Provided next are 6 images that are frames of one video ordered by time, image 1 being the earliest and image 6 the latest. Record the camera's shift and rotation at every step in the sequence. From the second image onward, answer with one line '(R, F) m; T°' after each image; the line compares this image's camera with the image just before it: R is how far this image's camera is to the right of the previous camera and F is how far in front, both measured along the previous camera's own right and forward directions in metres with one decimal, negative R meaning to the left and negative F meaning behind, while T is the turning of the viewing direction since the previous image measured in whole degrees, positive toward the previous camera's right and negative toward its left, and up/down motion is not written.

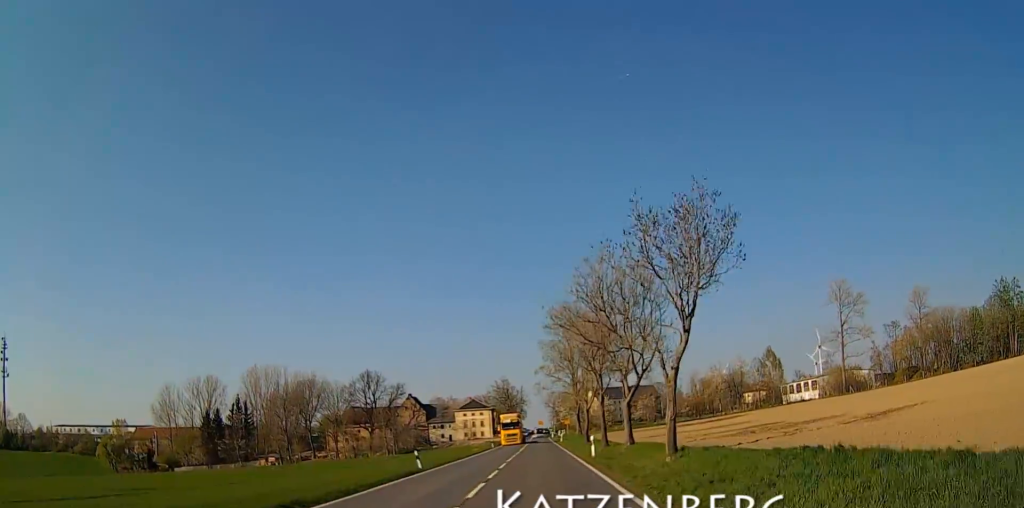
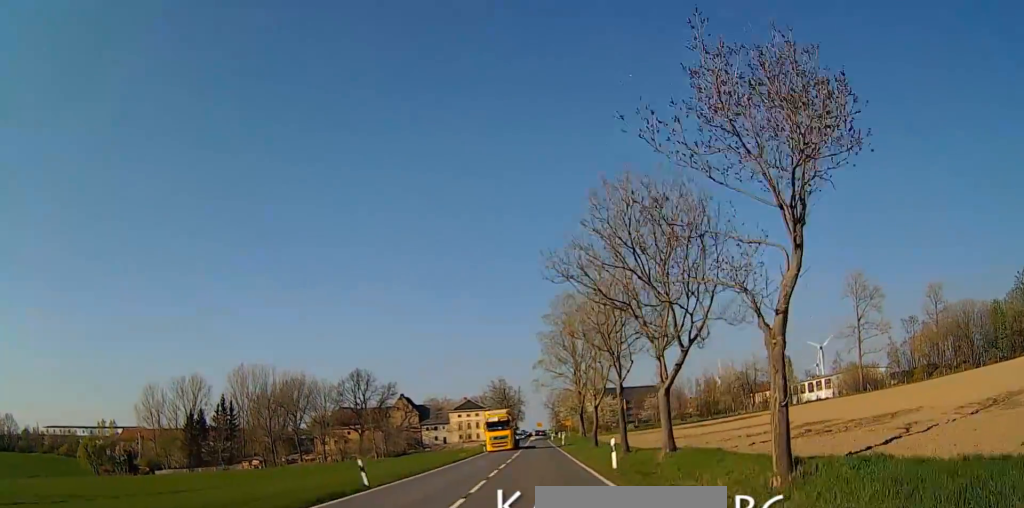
(0.0, +10.3) m; 0°
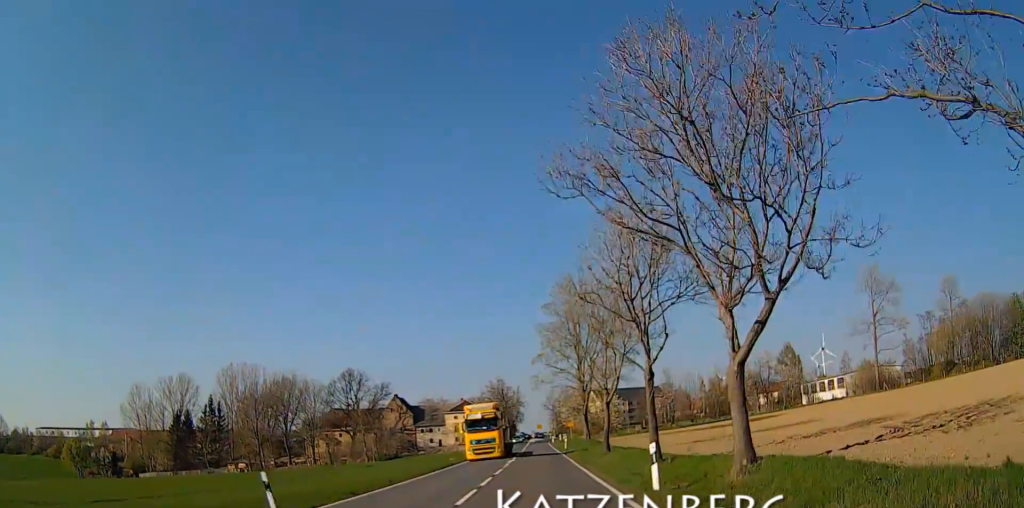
(0.0, +8.4) m; 0°
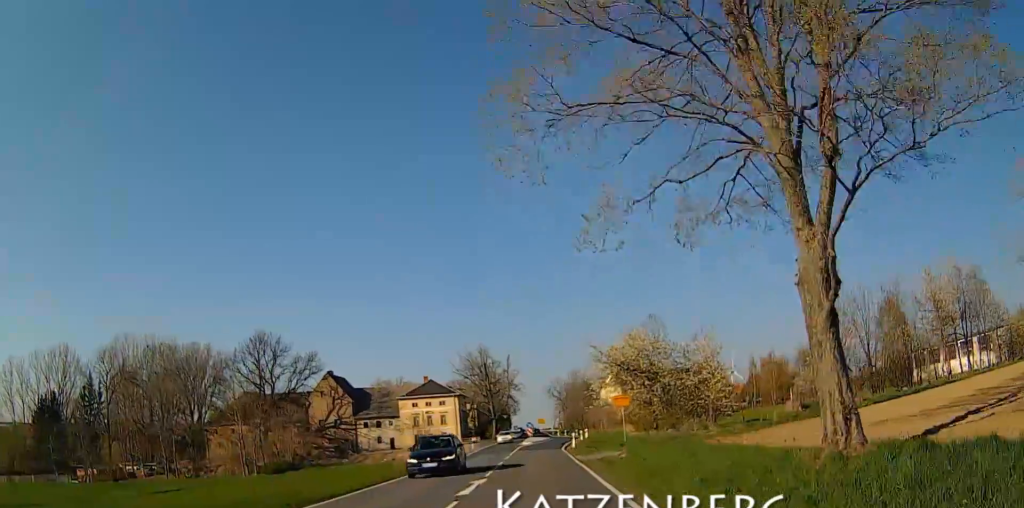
(-0.6, +63.5) m; -1°
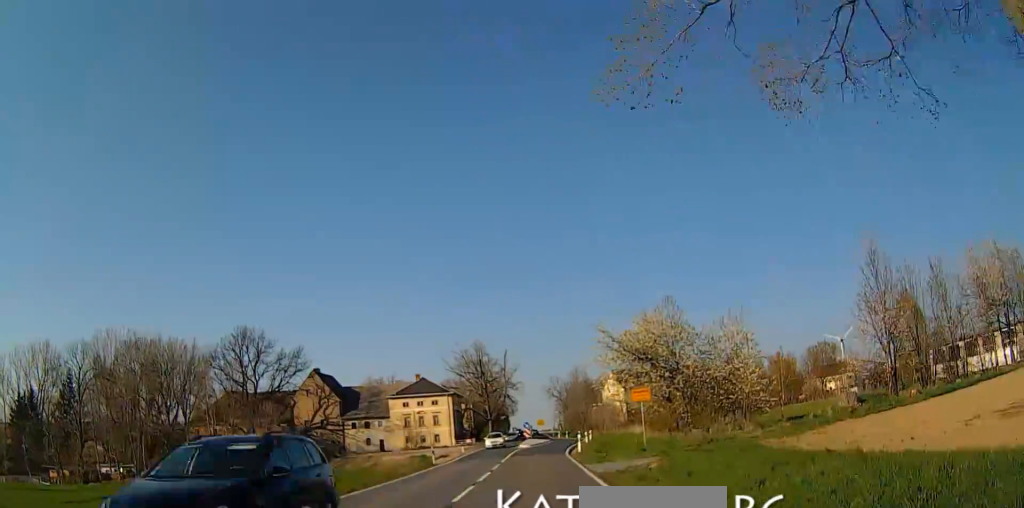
(-0.2, +7.9) m; 0°
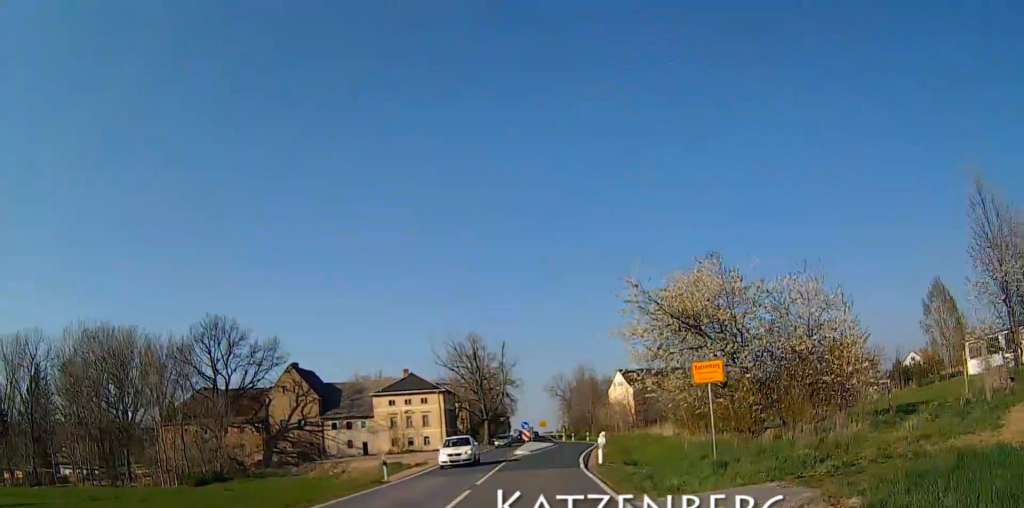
(+0.3, +12.6) m; +1°
